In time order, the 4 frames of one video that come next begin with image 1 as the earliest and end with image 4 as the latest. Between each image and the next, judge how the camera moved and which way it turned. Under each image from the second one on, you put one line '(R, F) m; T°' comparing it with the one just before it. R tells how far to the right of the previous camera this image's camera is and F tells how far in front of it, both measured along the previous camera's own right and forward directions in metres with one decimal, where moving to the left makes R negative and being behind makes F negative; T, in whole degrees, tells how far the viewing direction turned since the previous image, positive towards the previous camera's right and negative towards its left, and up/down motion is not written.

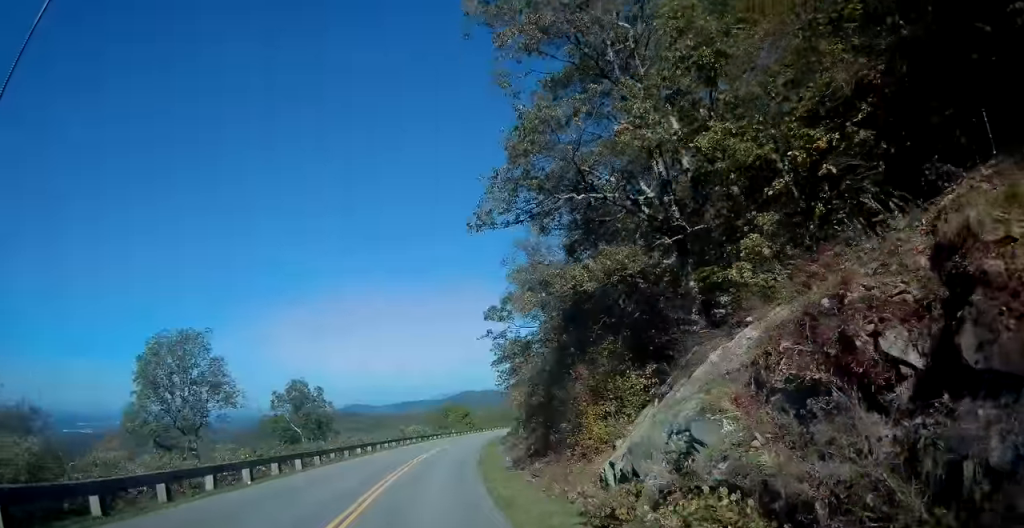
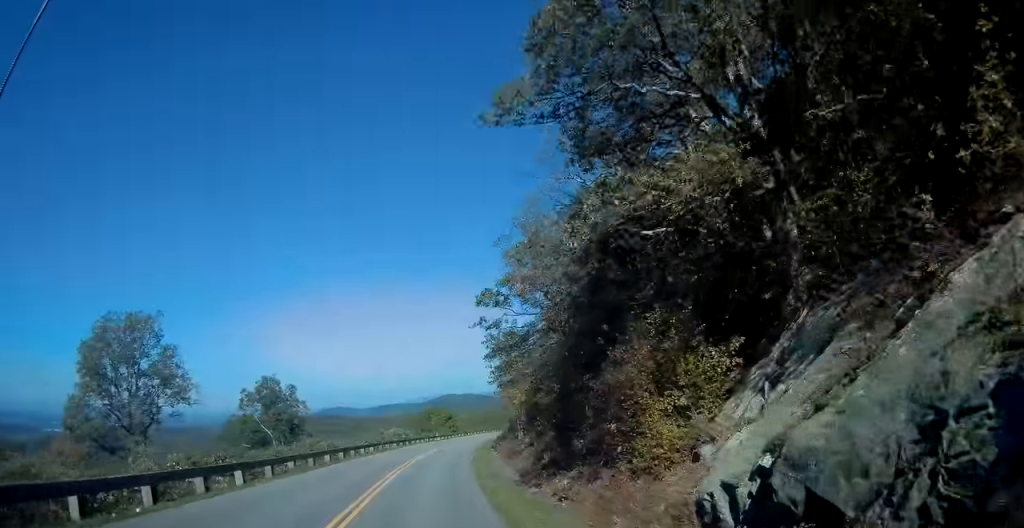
(0.0, +6.7) m; 0°
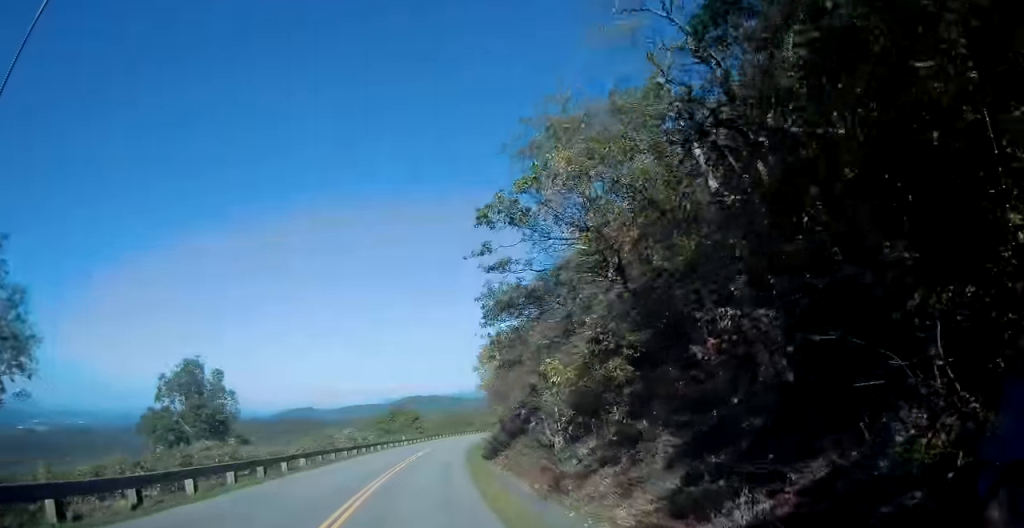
(0.0, +16.2) m; +1°
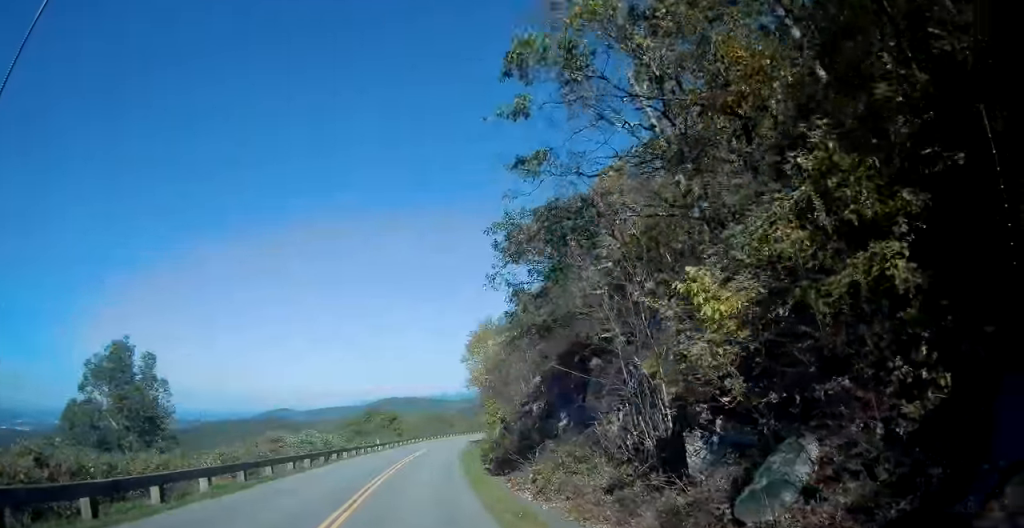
(+0.1, +11.0) m; +2°
